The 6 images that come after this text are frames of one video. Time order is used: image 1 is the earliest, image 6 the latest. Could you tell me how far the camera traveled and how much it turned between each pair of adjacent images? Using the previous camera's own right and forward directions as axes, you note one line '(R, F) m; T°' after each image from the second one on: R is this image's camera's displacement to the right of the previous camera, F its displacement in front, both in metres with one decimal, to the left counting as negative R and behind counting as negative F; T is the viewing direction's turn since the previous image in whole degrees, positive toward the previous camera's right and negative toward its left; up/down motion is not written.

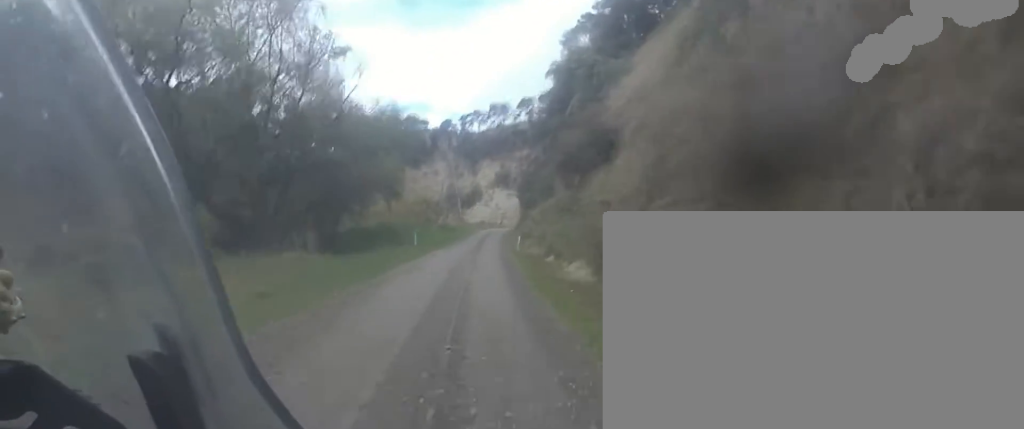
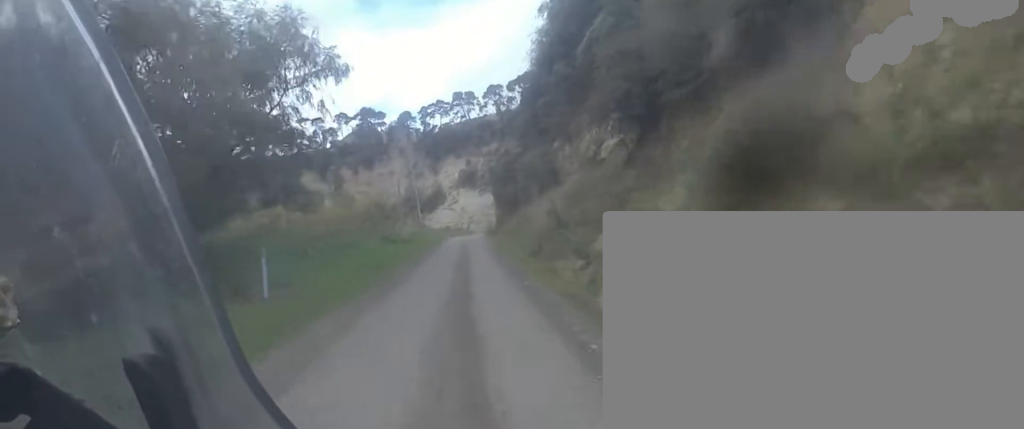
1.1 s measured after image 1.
(-0.4, +17.9) m; 0°
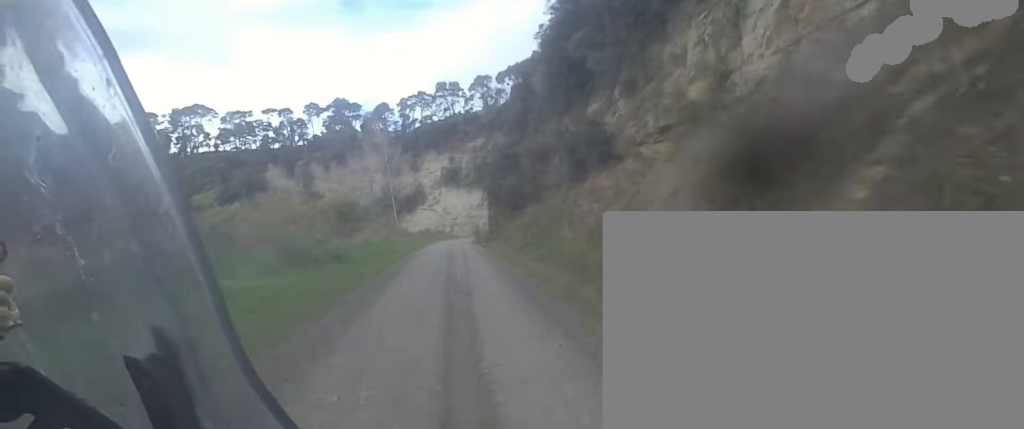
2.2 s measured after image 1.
(+0.5, +16.7) m; +2°
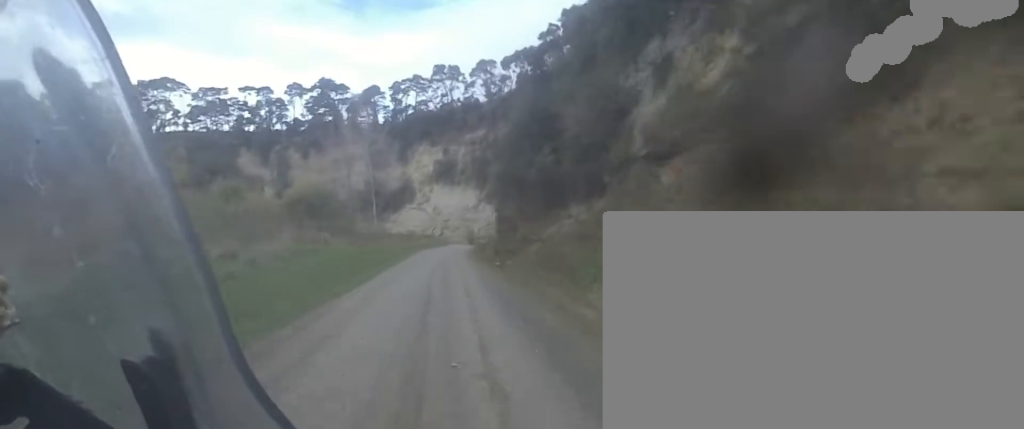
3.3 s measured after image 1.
(+0.1, +18.4) m; 0°
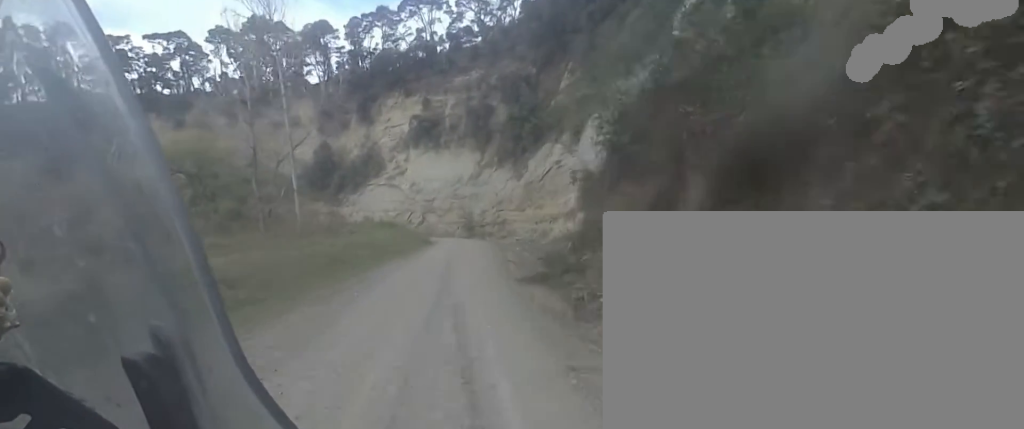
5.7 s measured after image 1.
(+1.4, +38.6) m; 0°
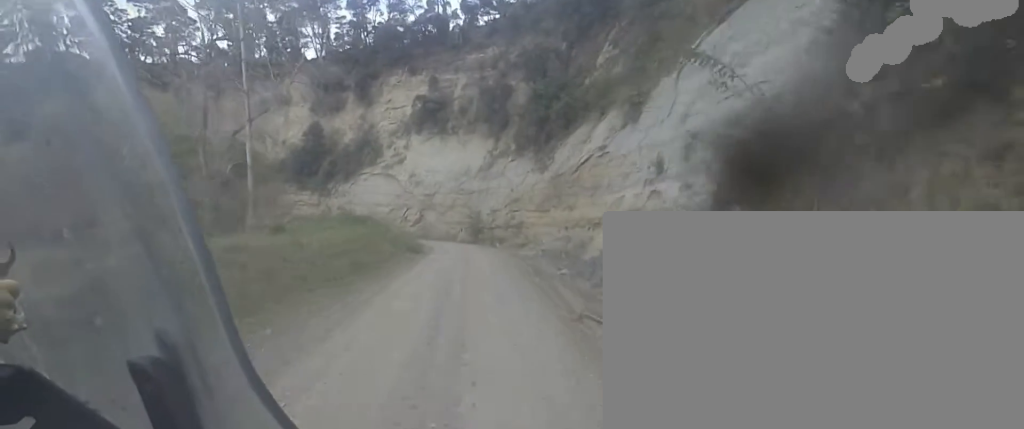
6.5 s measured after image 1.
(-0.5, +11.7) m; 0°
